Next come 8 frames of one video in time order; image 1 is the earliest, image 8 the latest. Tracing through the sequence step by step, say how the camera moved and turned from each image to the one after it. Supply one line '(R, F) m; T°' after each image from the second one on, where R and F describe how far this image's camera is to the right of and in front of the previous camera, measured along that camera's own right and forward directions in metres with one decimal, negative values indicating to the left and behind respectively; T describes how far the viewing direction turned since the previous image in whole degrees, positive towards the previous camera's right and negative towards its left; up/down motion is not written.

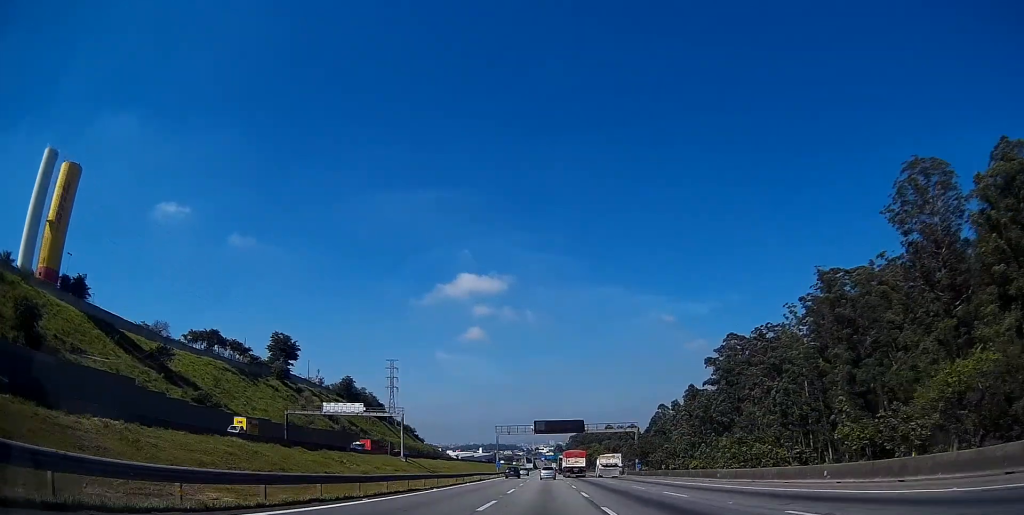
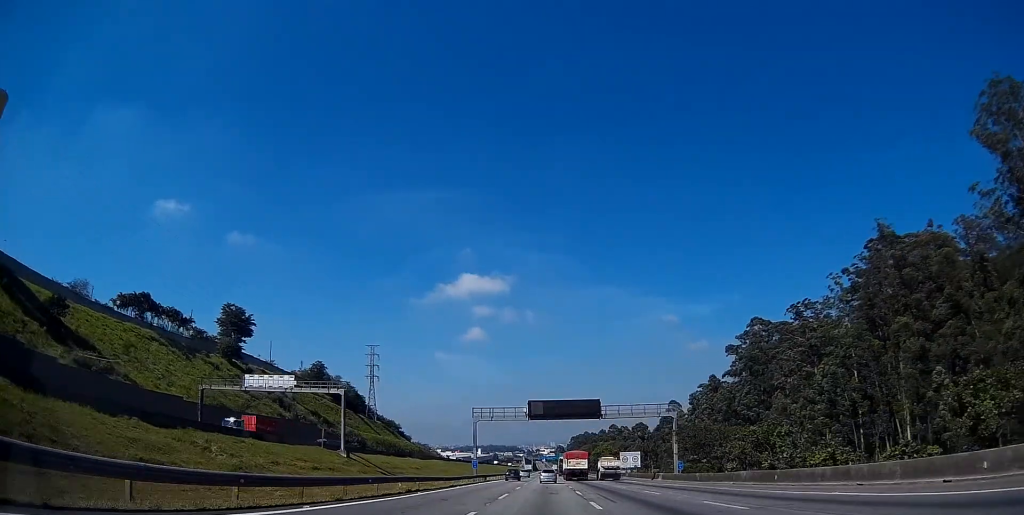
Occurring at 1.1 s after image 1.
(+0.5, +29.0) m; 0°
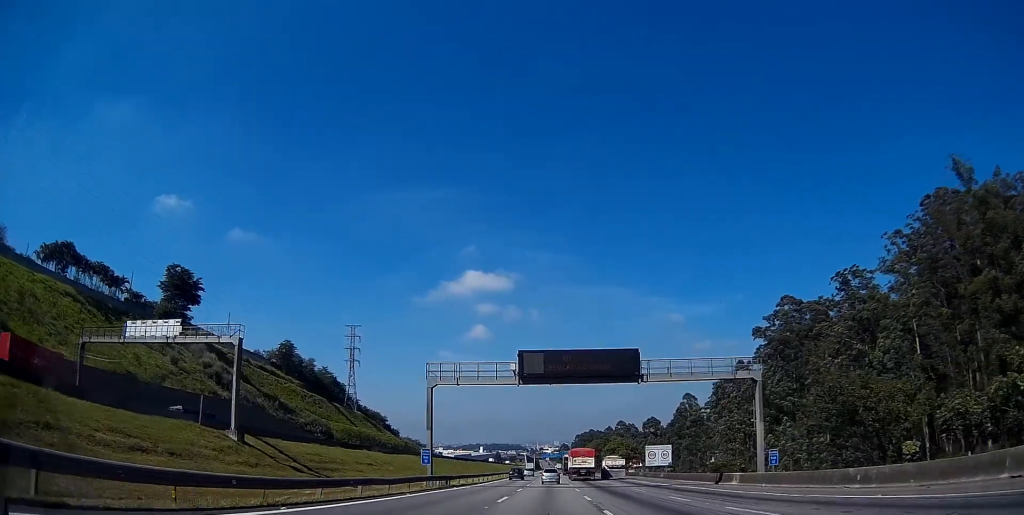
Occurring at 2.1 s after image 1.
(-0.5, +27.2) m; -1°
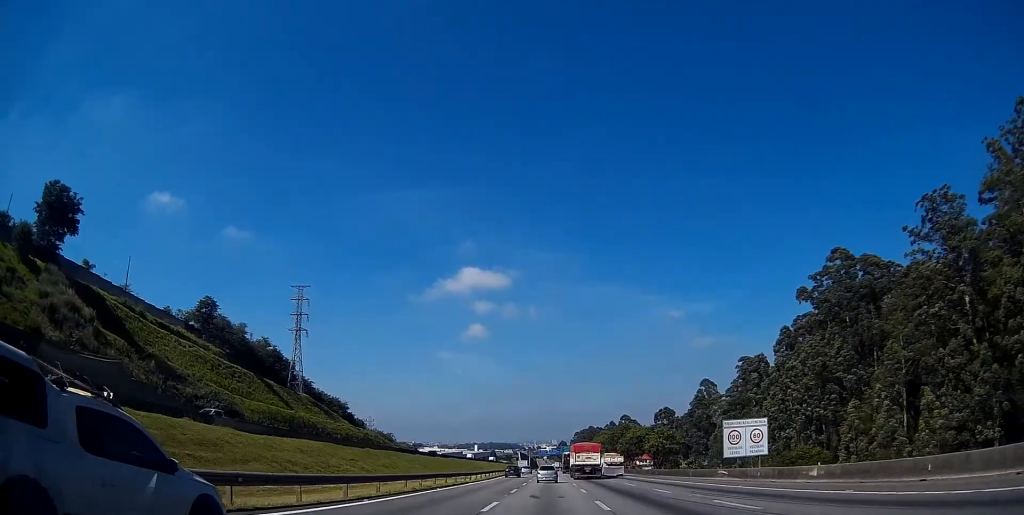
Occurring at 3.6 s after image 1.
(-0.1, +41.7) m; 0°
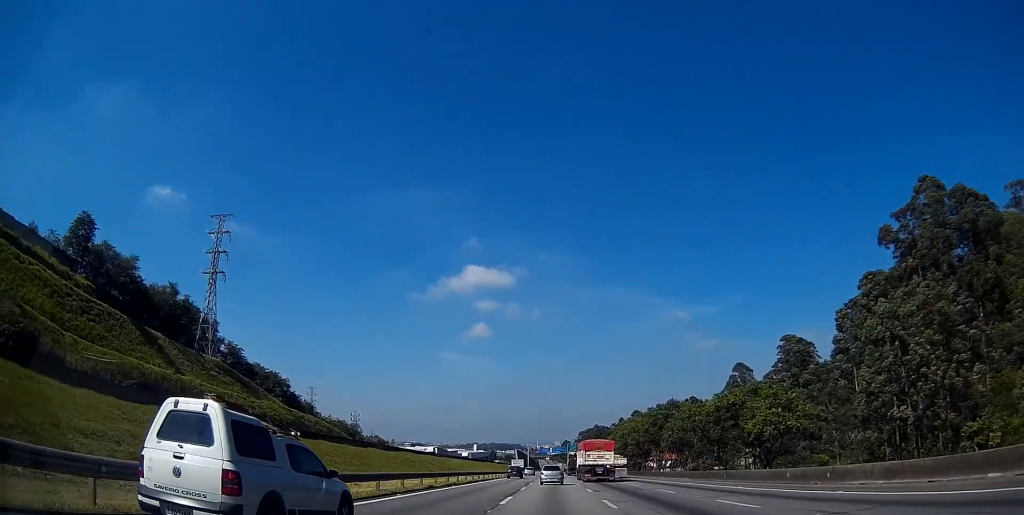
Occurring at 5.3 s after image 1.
(0.0, +45.3) m; 0°
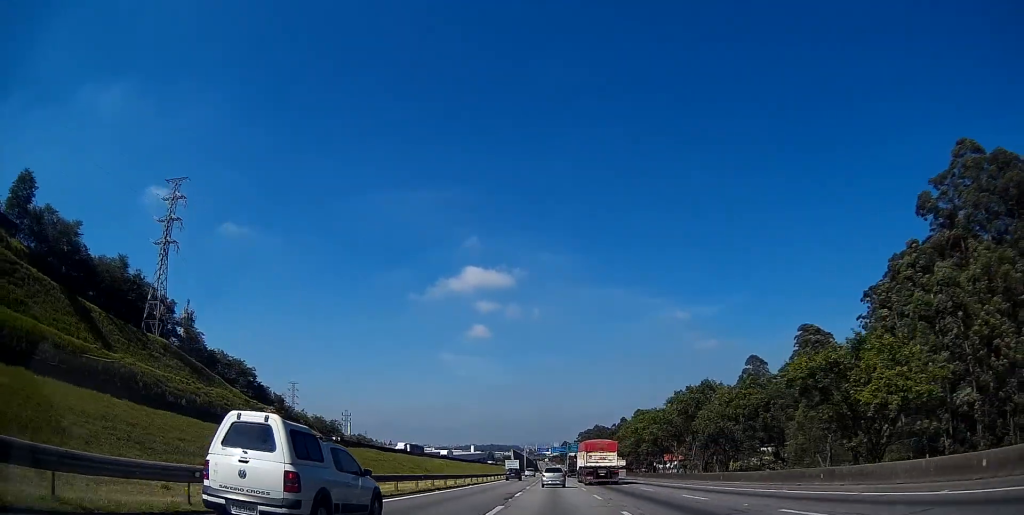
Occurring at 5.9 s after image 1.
(+0.1, +17.2) m; 0°
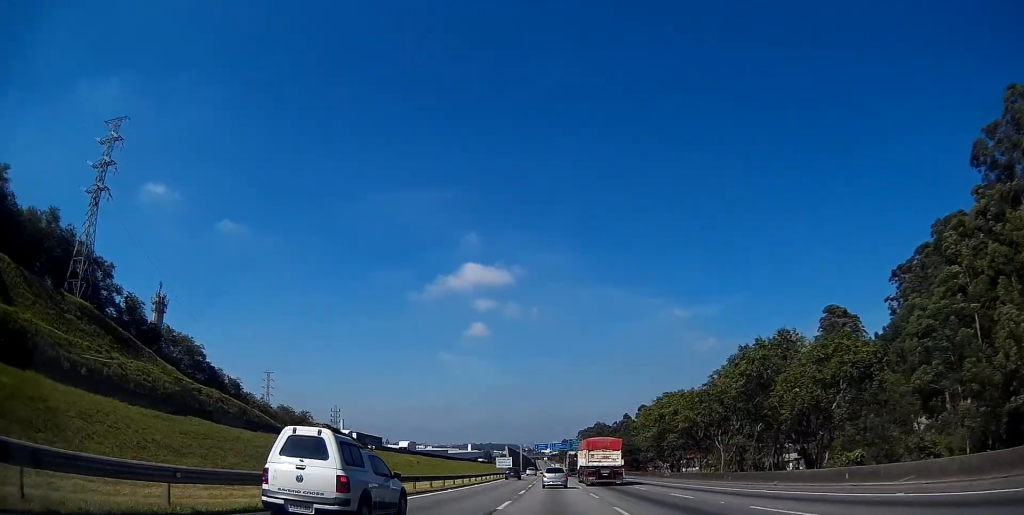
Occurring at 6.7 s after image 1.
(0.0, +20.8) m; 0°
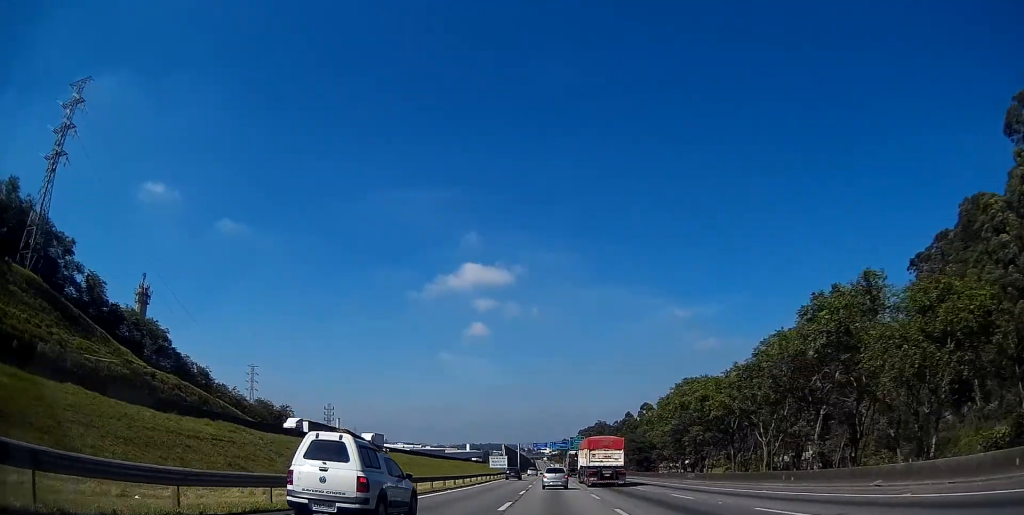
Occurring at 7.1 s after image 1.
(0.0, +11.7) m; 0°
